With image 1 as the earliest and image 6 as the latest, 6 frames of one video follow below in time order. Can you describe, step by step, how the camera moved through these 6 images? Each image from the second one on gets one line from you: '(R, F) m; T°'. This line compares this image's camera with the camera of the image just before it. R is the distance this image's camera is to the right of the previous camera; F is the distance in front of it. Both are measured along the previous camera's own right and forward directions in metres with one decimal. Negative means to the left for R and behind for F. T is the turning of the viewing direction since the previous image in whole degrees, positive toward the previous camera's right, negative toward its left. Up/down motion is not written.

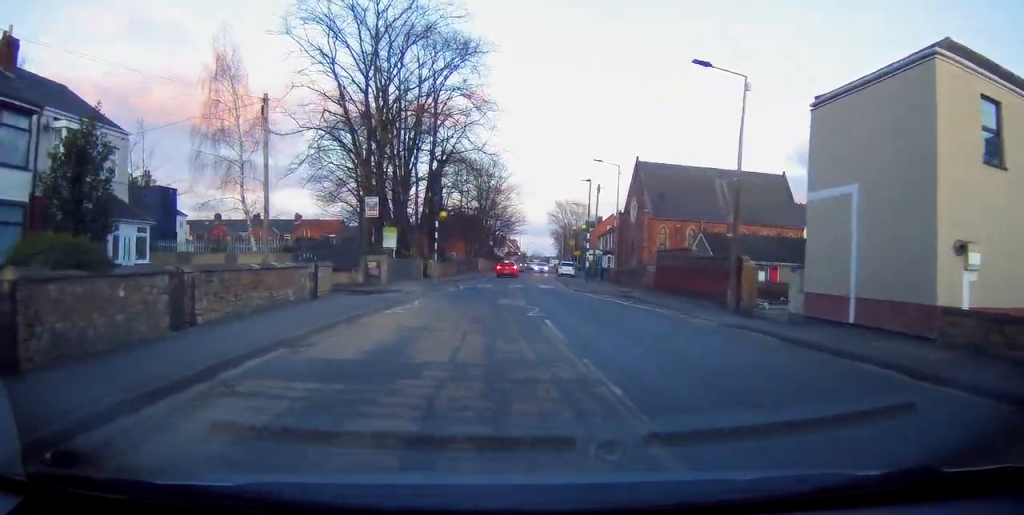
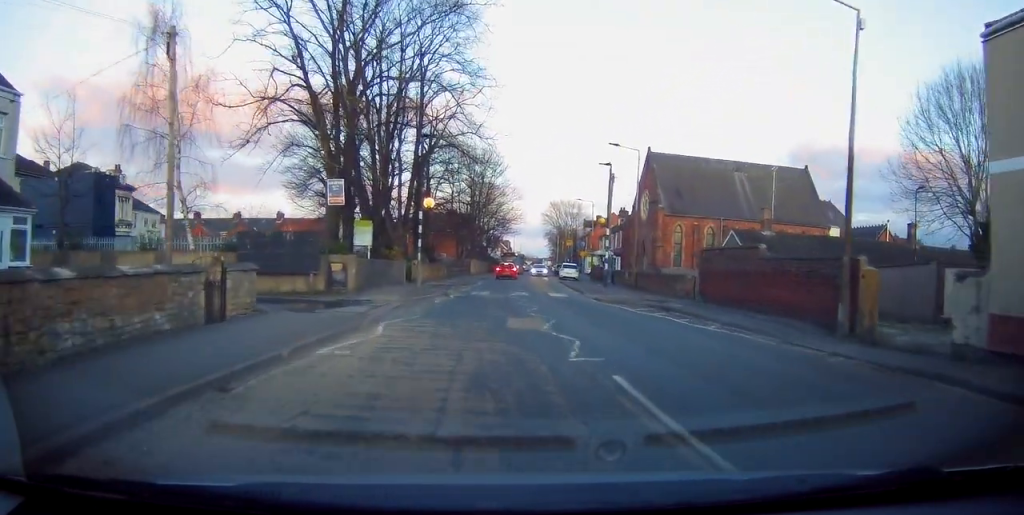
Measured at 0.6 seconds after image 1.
(-0.3, +7.2) m; 0°
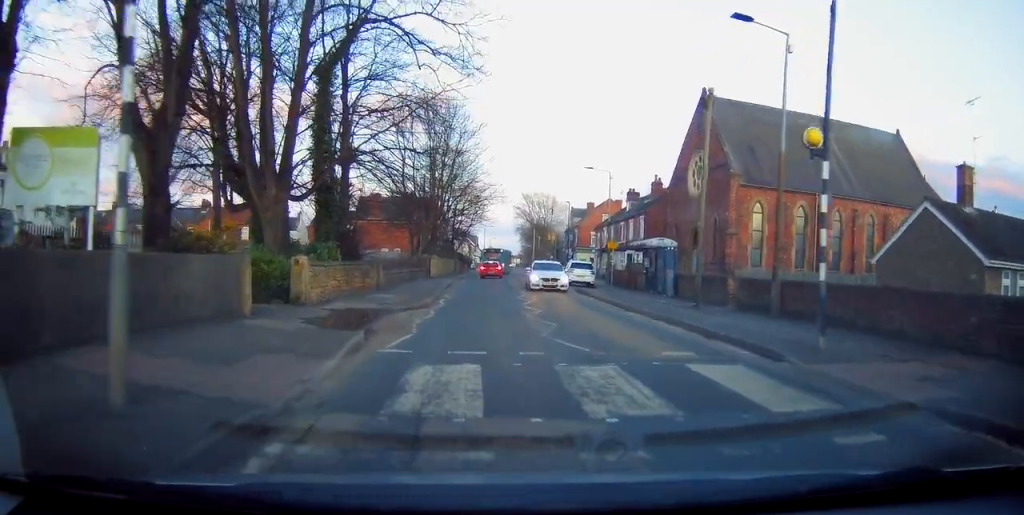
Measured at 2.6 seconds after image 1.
(+0.8, +22.0) m; +2°
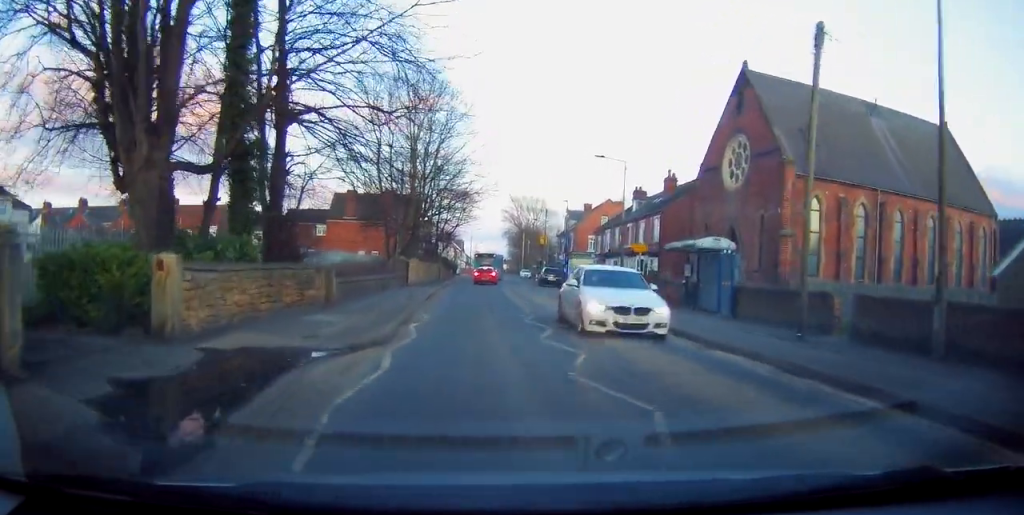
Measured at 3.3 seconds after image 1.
(0.0, +7.8) m; 0°
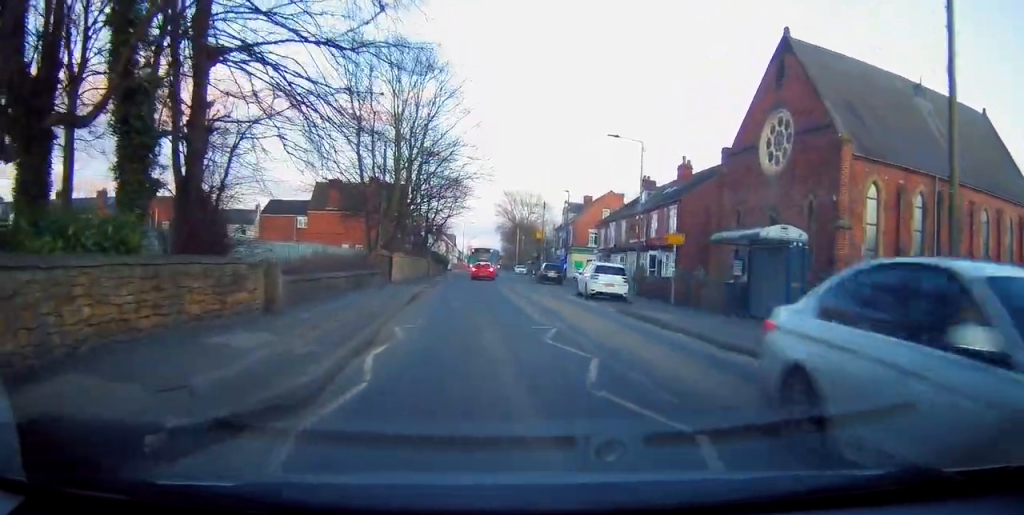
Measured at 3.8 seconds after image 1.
(0.0, +5.2) m; 0°
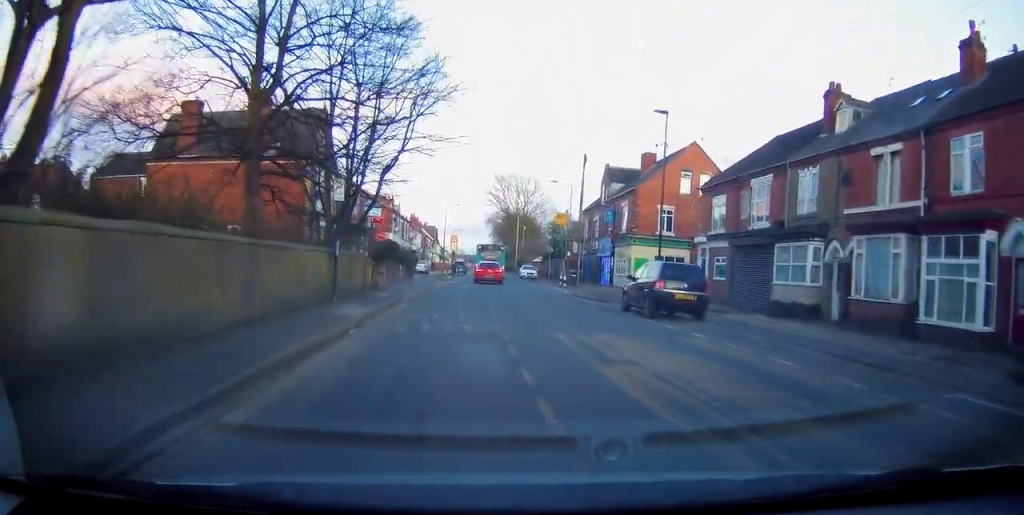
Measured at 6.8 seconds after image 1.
(+1.2, +32.3) m; +3°
